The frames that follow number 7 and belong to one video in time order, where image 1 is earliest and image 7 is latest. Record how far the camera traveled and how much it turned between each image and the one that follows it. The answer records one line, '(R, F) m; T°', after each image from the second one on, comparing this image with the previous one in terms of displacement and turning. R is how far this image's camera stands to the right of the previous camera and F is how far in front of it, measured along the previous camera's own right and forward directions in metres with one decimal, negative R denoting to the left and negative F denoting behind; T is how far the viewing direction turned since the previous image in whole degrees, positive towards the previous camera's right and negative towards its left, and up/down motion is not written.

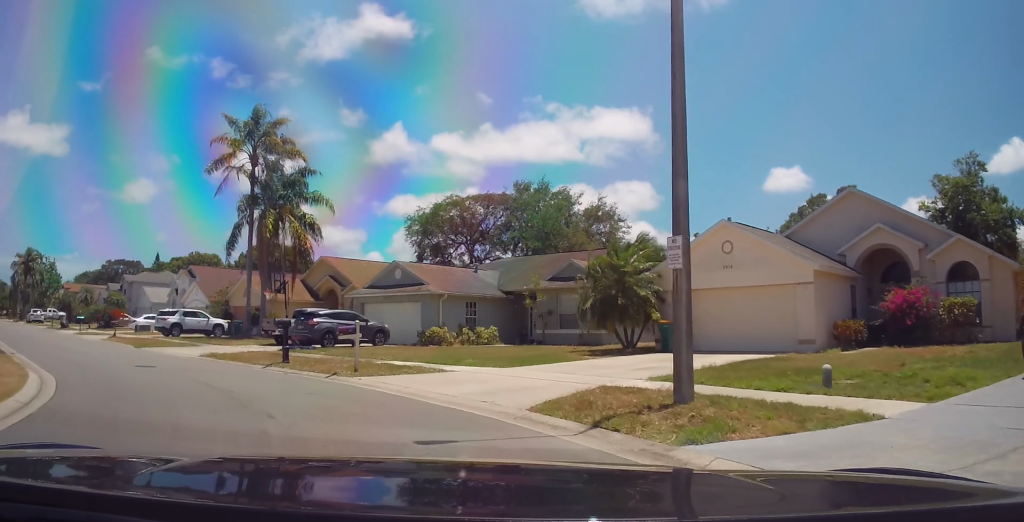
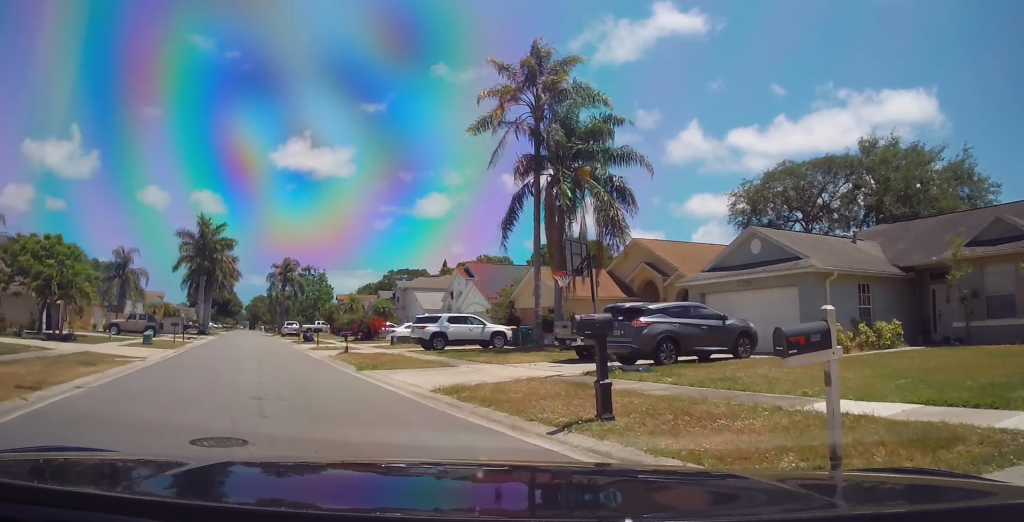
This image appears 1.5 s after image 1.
(-2.0, +10.5) m; -25°
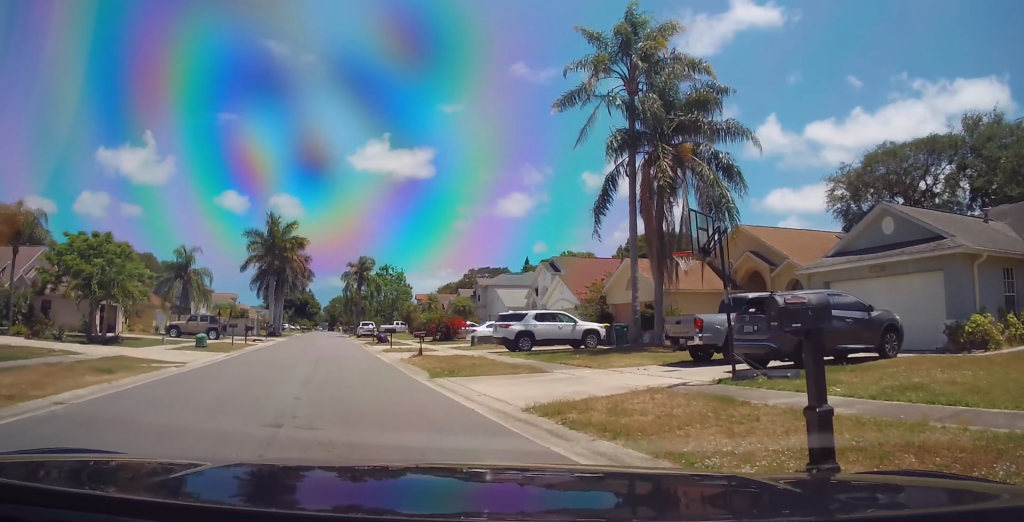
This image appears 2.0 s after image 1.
(-0.2, +3.2) m; -8°
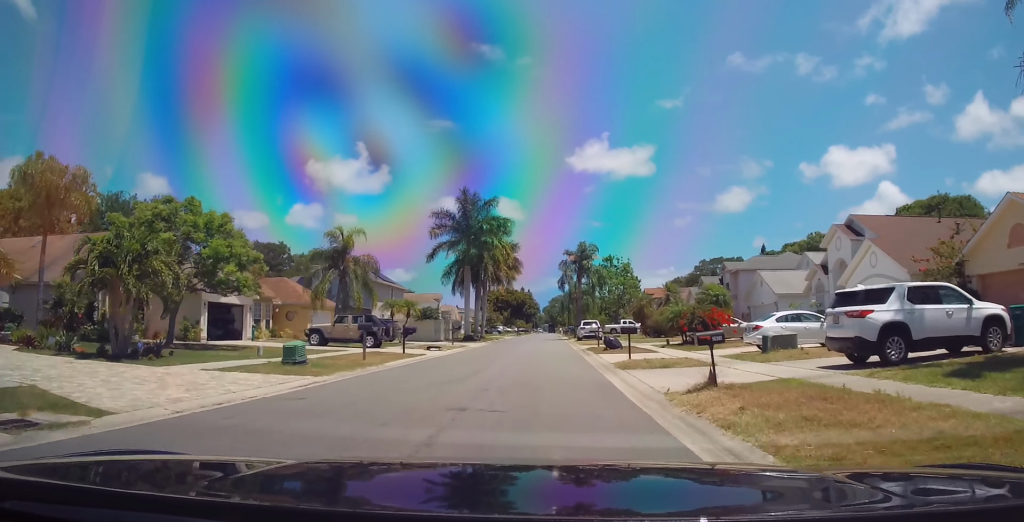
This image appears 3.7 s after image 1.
(-2.7, +13.4) m; -18°
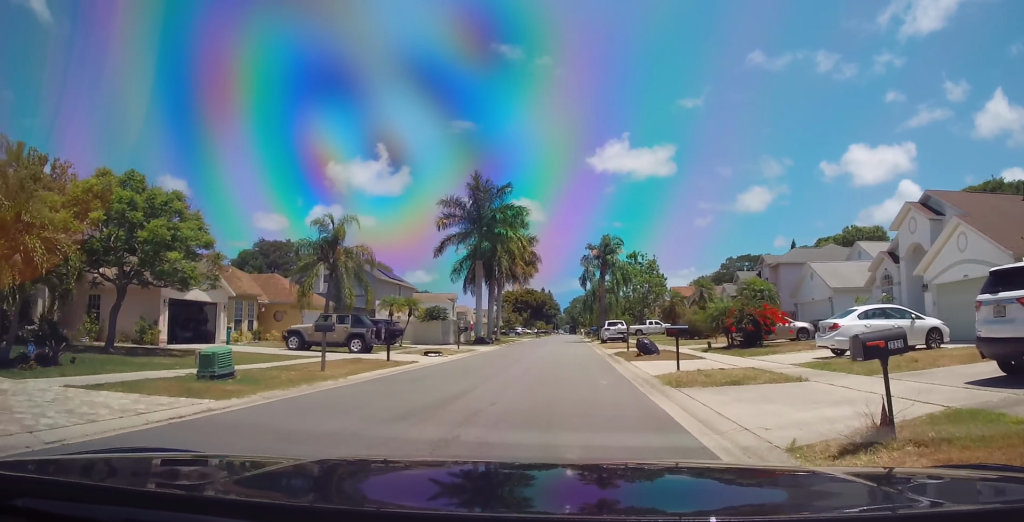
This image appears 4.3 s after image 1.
(-0.2, +5.3) m; -2°
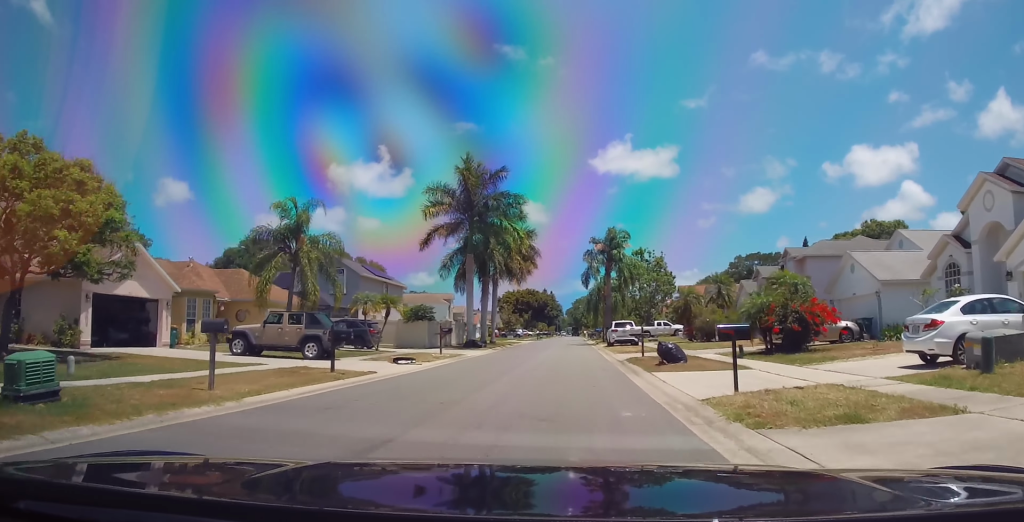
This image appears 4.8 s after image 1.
(0.0, +5.1) m; 0°
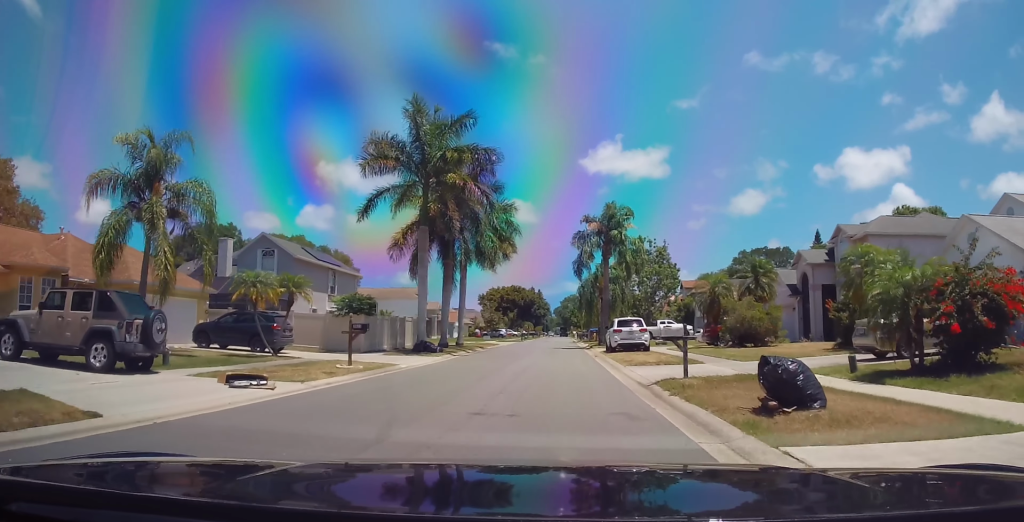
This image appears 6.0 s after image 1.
(0.0, +11.1) m; 0°
